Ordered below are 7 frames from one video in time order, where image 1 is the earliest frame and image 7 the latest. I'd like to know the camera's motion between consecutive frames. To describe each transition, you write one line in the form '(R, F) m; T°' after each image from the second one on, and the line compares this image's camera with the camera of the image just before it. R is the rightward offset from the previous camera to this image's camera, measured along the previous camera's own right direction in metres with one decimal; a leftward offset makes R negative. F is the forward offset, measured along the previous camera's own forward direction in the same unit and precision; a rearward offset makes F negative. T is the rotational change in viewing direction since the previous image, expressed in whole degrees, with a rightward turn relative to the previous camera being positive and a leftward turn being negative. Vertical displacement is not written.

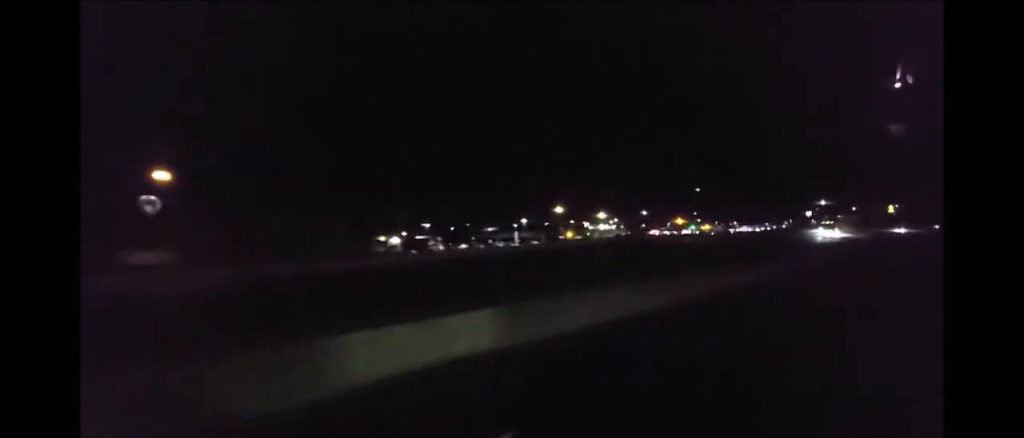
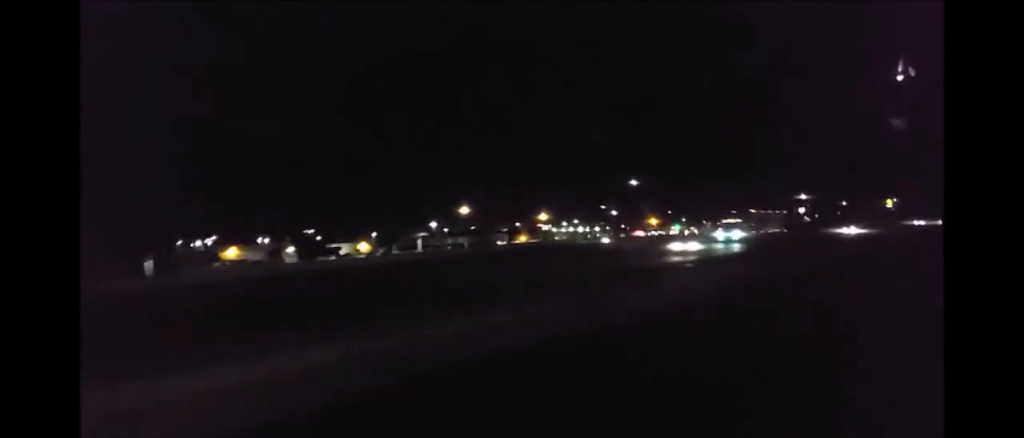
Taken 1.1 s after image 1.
(-0.2, +34.5) m; 0°
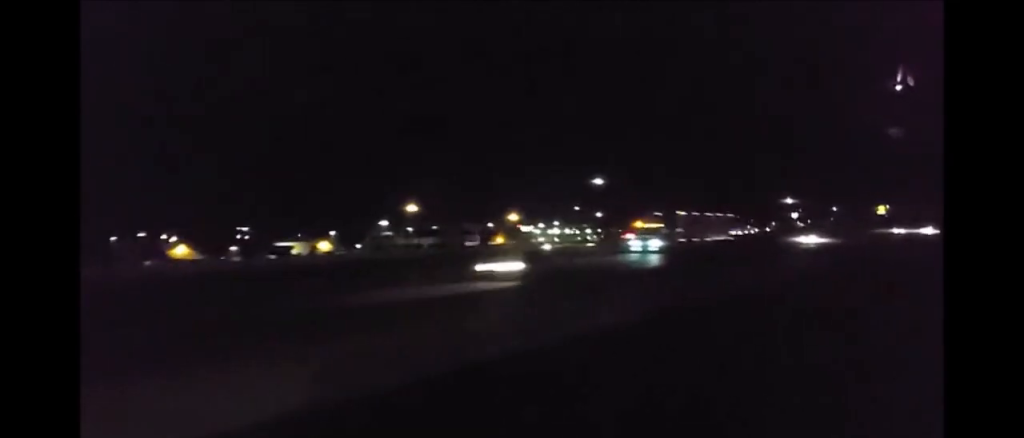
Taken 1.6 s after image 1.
(0.0, +14.6) m; 0°
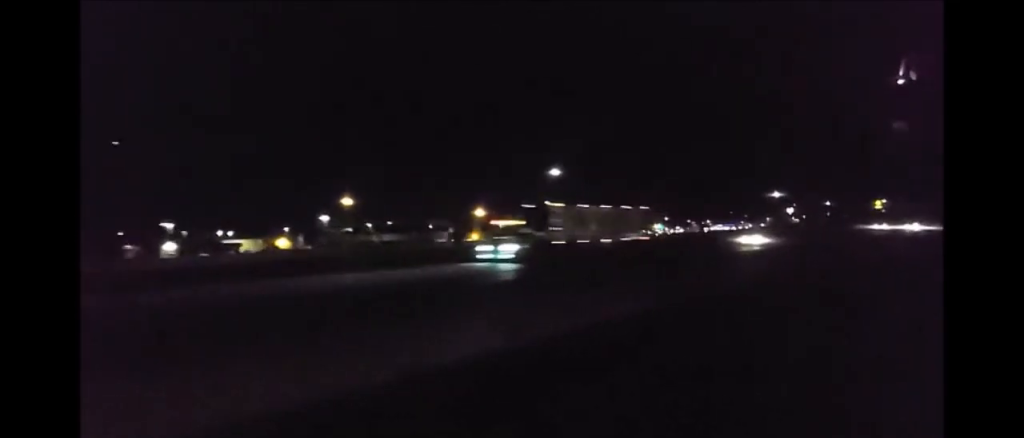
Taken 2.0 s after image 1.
(0.0, +13.6) m; +1°
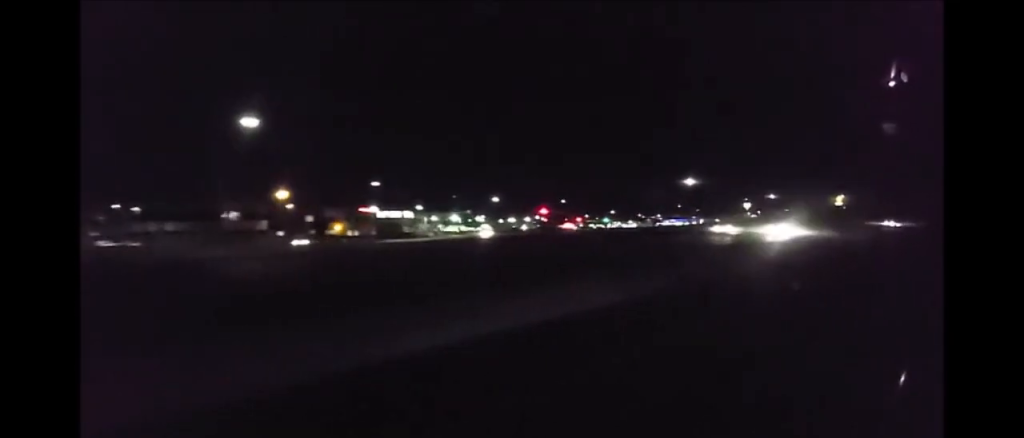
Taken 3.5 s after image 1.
(+1.2, +46.8) m; +2°
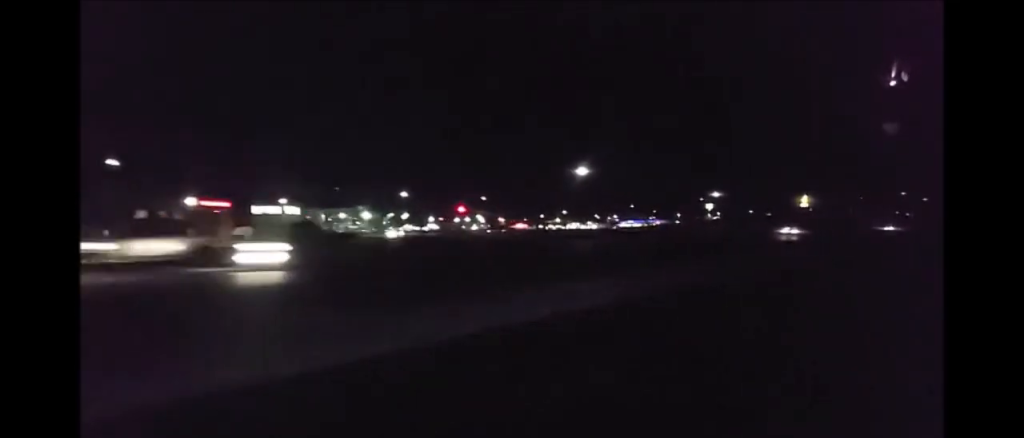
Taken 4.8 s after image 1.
(+0.2, +39.4) m; +2°
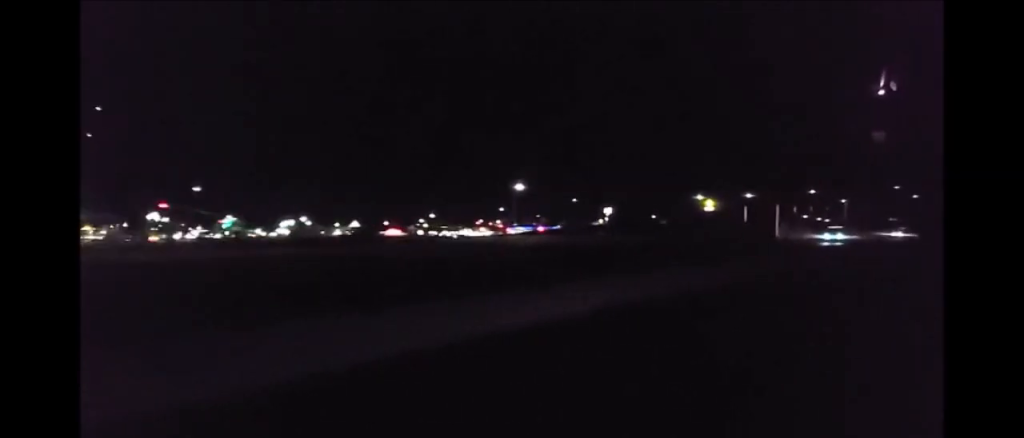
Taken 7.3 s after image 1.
(+1.8, +78.0) m; +3°
